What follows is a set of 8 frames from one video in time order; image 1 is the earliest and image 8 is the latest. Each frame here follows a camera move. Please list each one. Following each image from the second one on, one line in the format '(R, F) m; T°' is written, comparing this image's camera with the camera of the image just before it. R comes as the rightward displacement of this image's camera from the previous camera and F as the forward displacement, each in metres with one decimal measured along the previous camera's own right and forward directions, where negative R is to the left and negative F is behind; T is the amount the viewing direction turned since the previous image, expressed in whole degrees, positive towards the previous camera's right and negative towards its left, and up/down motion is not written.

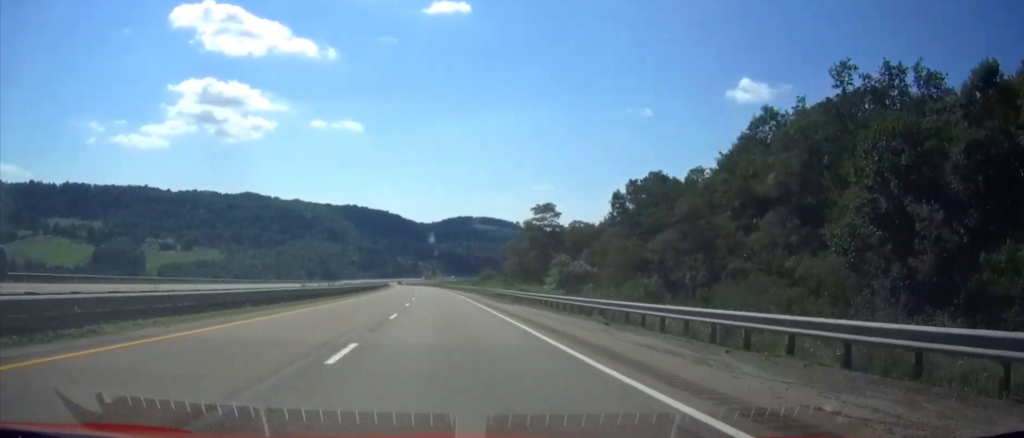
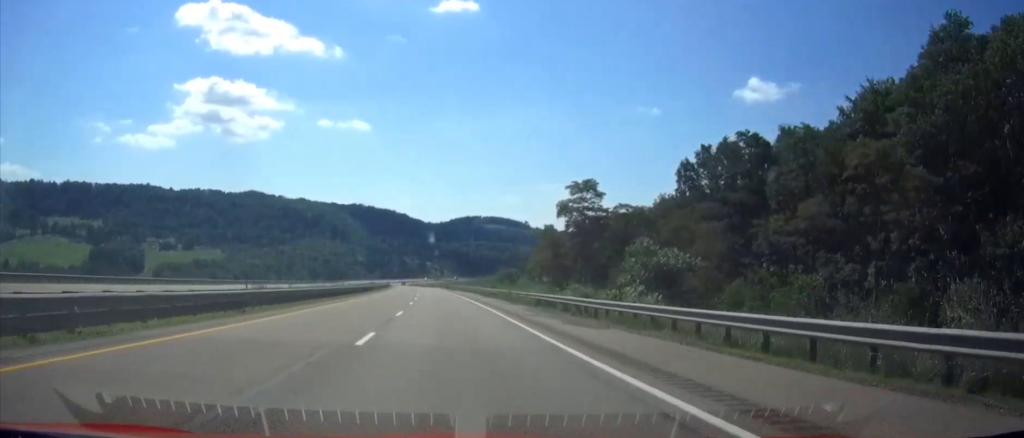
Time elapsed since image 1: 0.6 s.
(0.0, +21.4) m; 0°
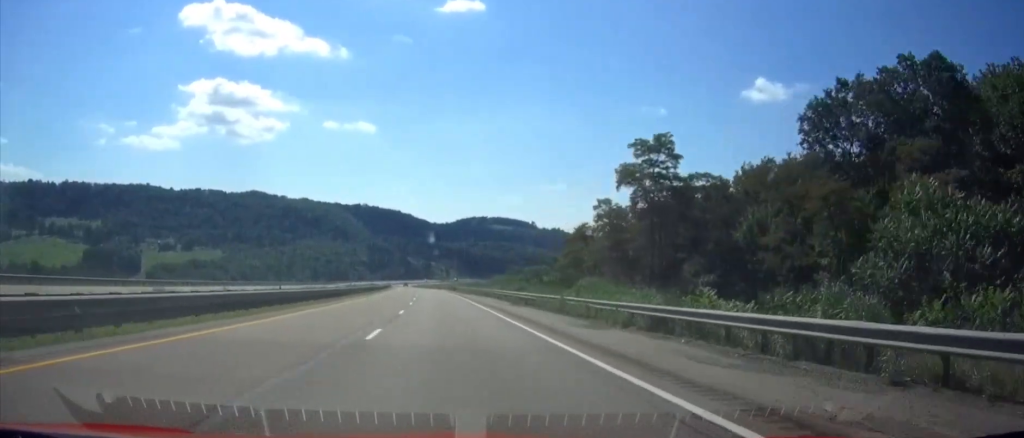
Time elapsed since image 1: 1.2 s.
(0.0, +22.6) m; 0°
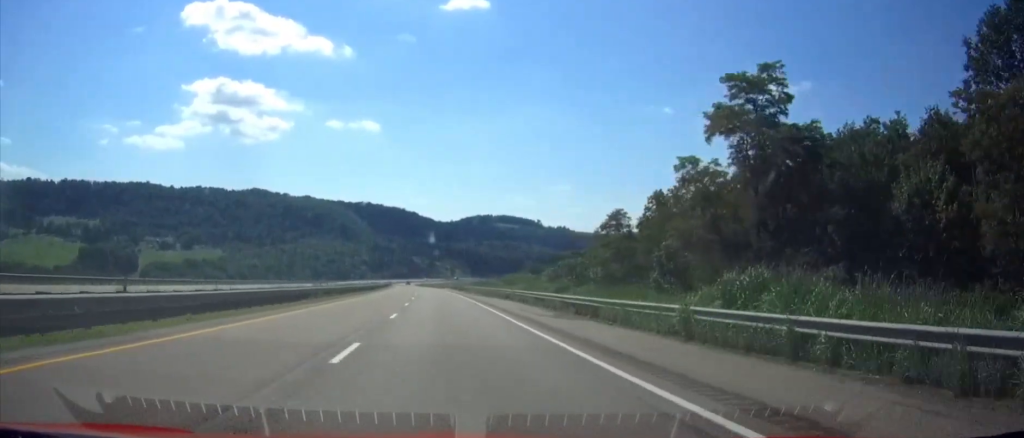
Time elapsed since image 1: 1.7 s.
(0.0, +16.6) m; 0°
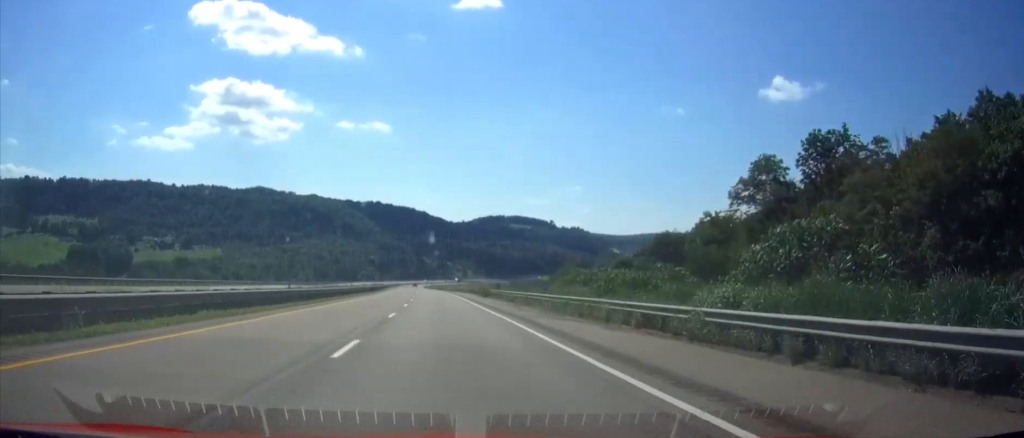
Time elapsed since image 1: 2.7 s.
(0.0, +35.7) m; -2°
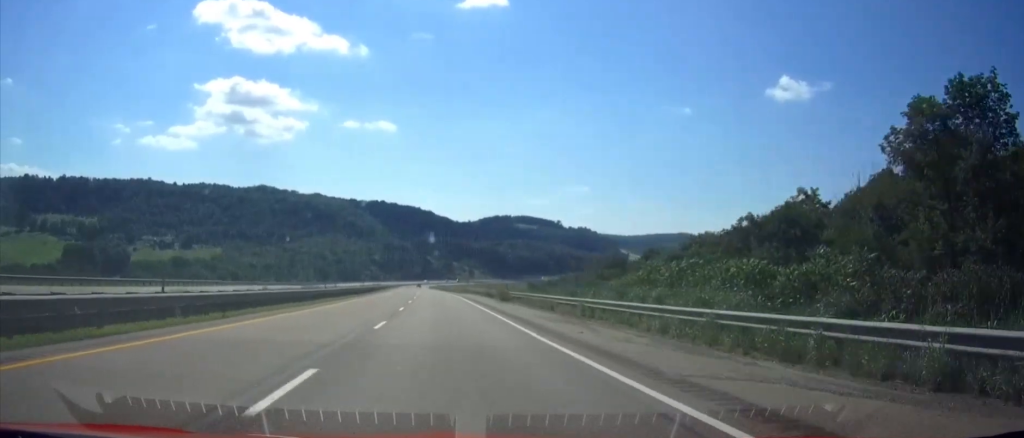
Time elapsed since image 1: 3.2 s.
(-0.2, +16.7) m; -1°
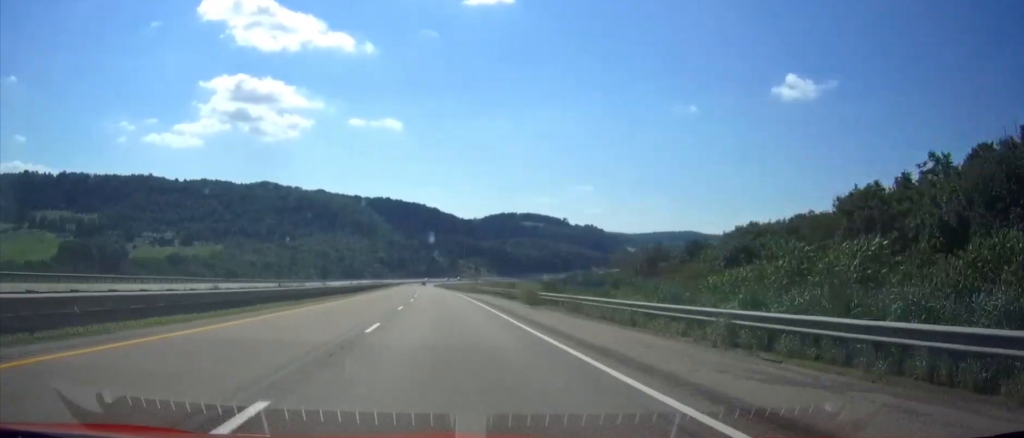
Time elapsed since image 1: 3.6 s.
(-0.3, +14.3) m; -1°
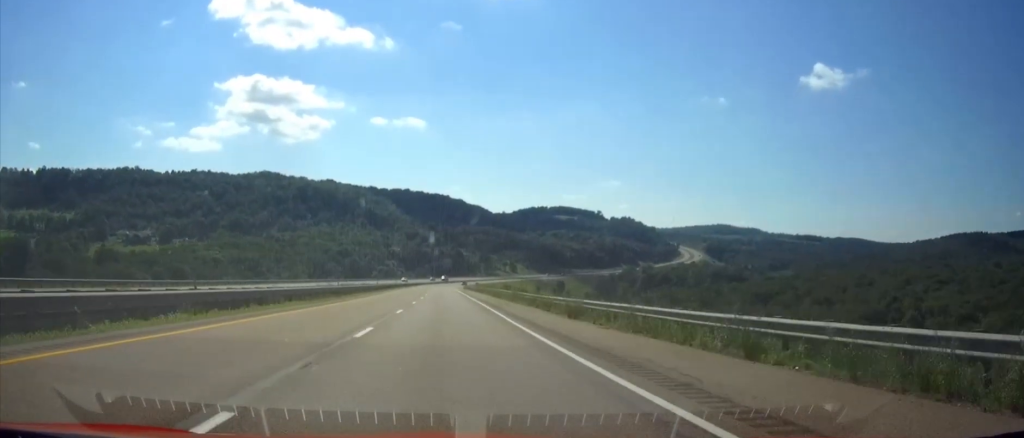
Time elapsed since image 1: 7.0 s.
(-3.9, +123.4) m; -2°
